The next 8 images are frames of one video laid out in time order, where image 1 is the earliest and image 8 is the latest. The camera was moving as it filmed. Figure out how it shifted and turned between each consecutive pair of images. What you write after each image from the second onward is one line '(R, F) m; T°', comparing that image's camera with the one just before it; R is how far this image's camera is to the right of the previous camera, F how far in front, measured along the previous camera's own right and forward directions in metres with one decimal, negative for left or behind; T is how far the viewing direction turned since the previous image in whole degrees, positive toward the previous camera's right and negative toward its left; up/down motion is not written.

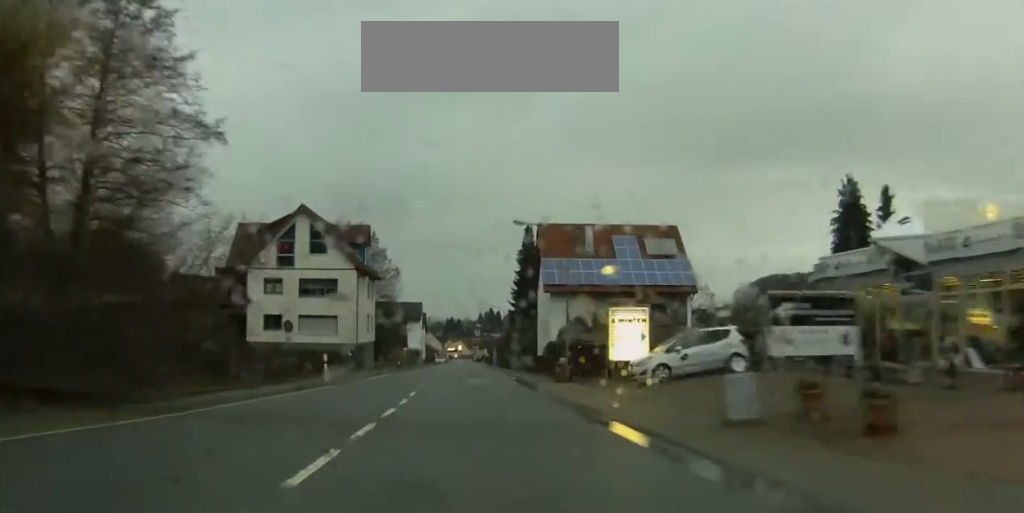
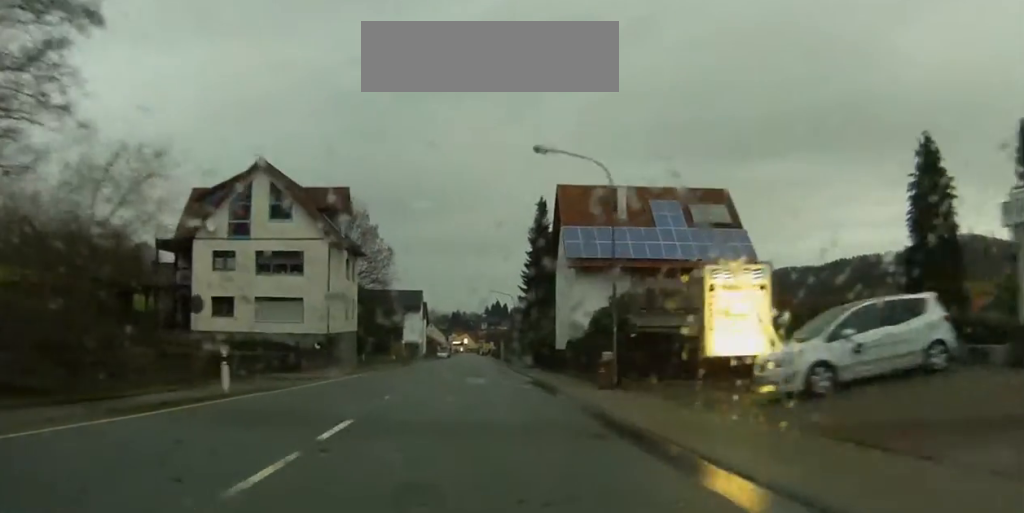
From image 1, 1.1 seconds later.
(+0.6, +13.5) m; +1°
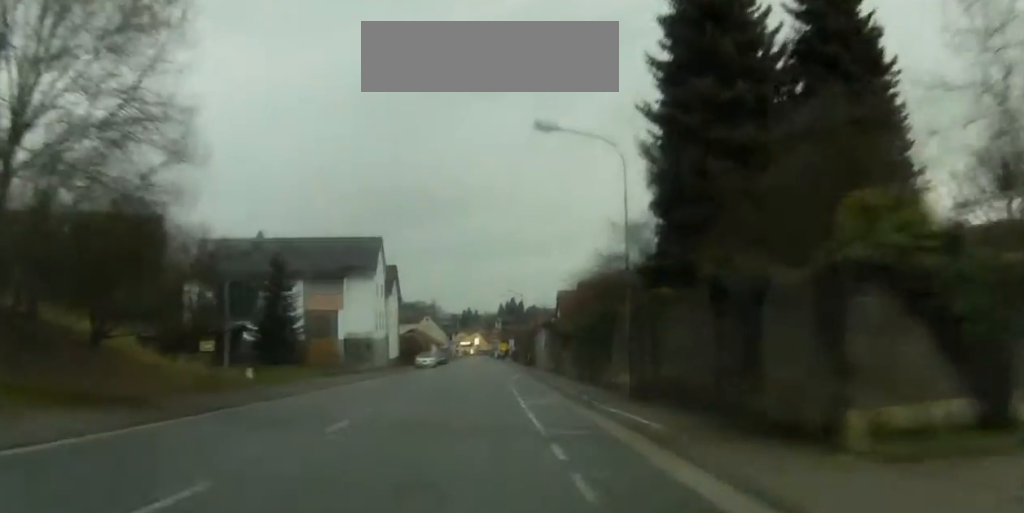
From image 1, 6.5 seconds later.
(+2.1, +68.8) m; +1°
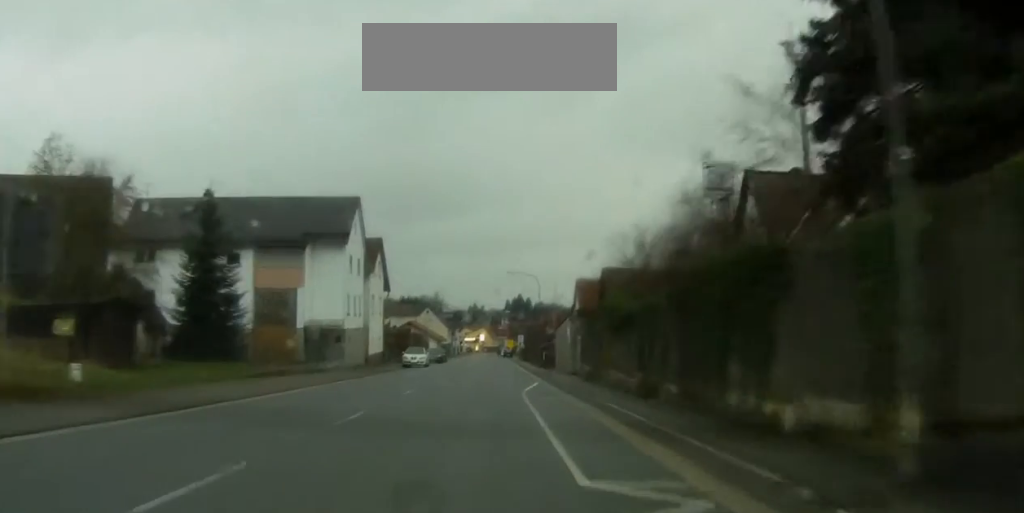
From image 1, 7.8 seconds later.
(-0.5, +18.9) m; 0°
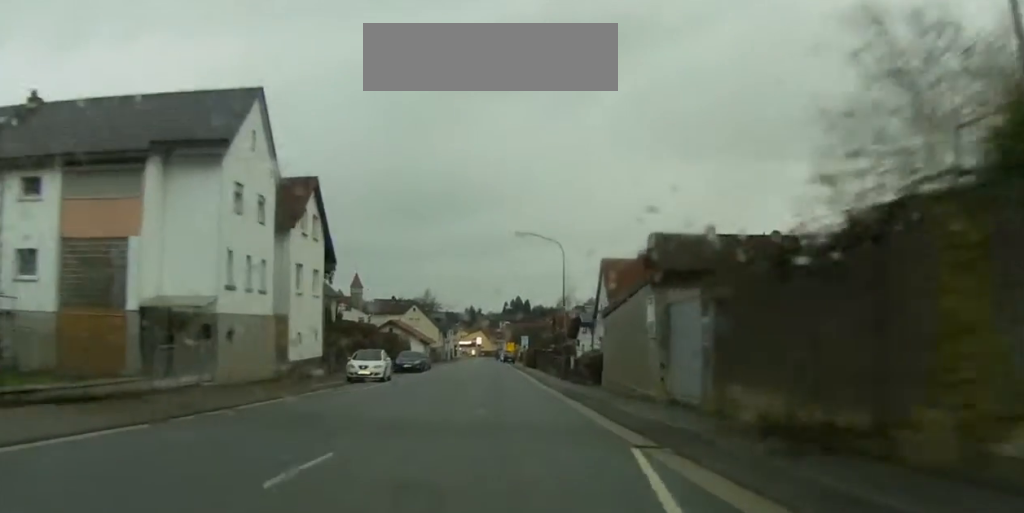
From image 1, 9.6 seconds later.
(+0.2, +28.8) m; 0°
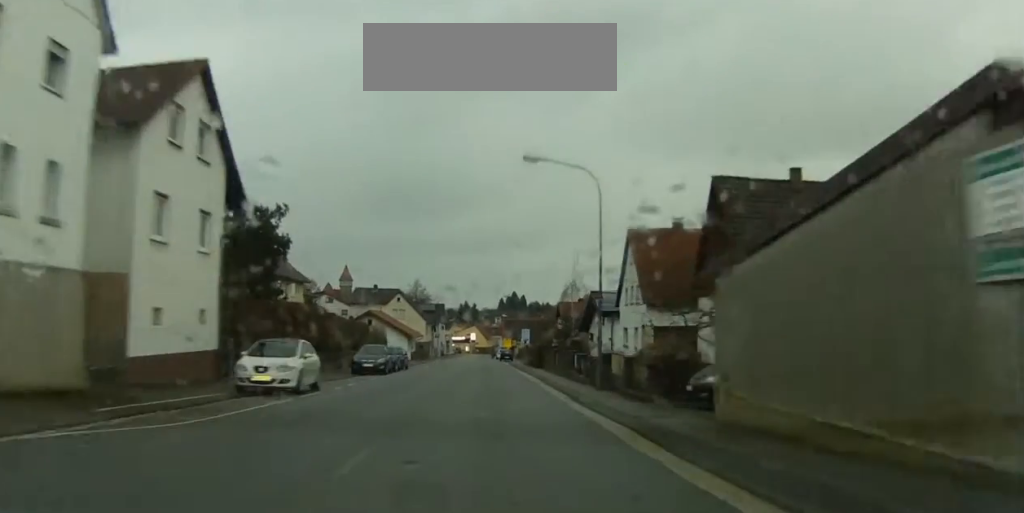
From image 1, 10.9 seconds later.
(+0.1, +20.5) m; 0°
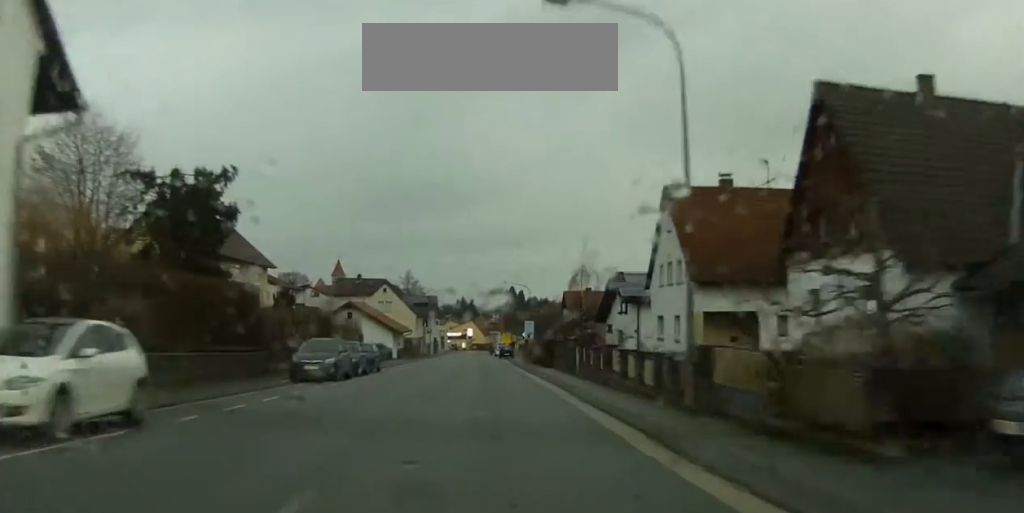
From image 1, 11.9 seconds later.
(0.0, +16.6) m; 0°
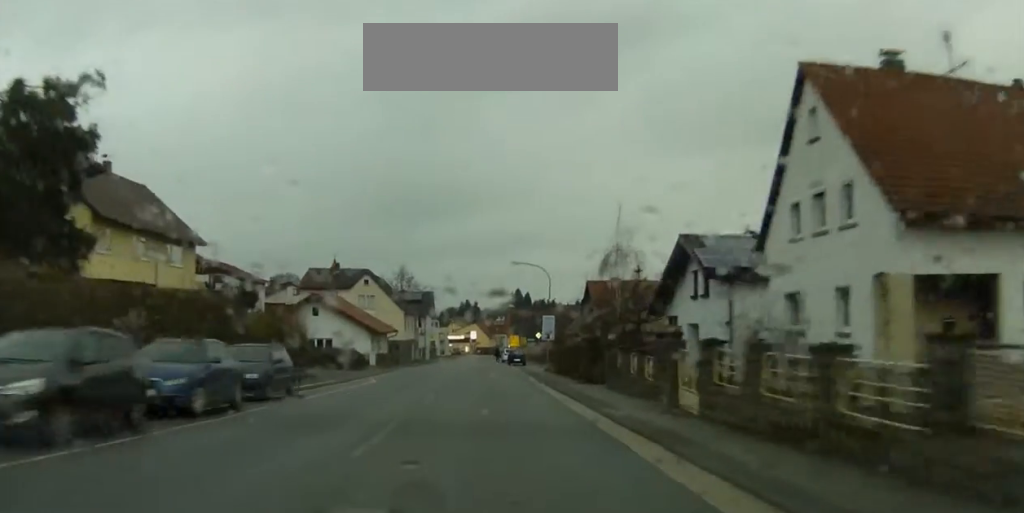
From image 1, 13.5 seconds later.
(-0.2, +24.5) m; 0°
